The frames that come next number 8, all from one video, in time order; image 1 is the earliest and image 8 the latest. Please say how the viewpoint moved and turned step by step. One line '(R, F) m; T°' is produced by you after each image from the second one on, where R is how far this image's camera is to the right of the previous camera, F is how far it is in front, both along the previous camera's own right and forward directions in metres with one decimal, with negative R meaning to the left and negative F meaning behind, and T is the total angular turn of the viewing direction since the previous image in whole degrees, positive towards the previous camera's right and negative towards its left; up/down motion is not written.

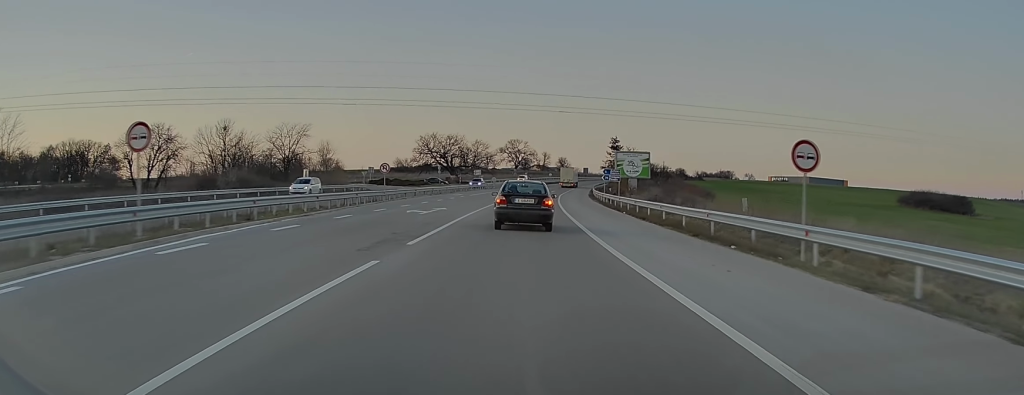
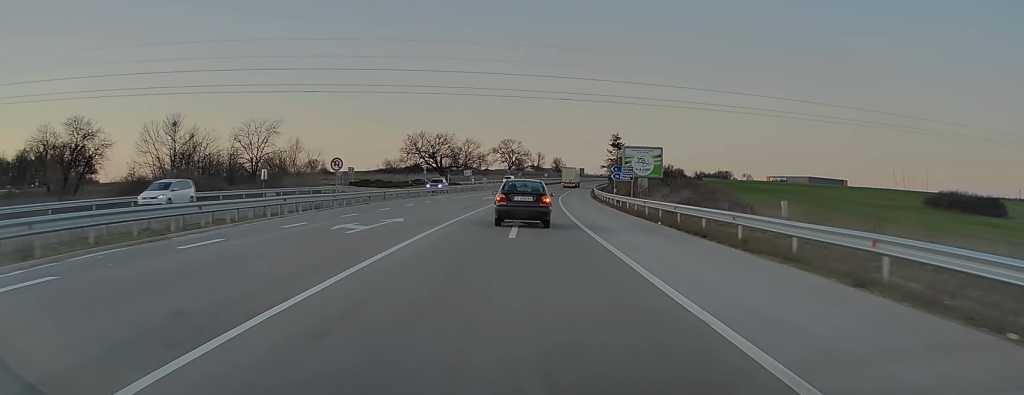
(-0.1, +10.7) m; 0°
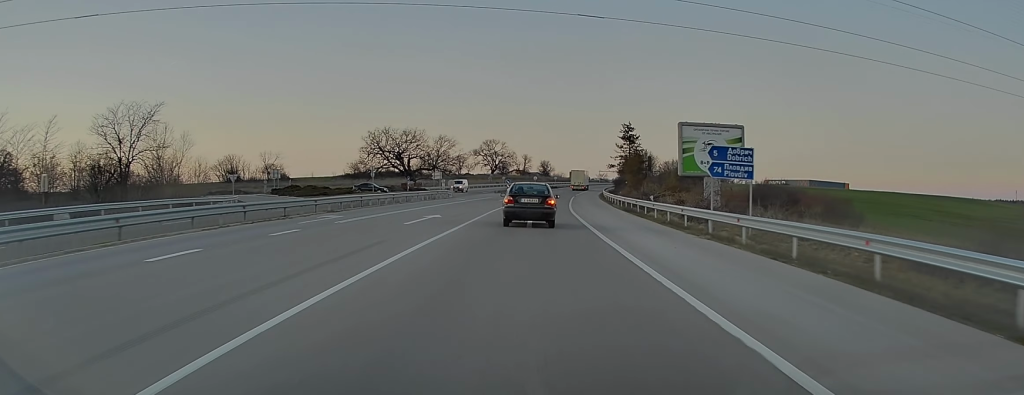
(+0.8, +30.8) m; +2°
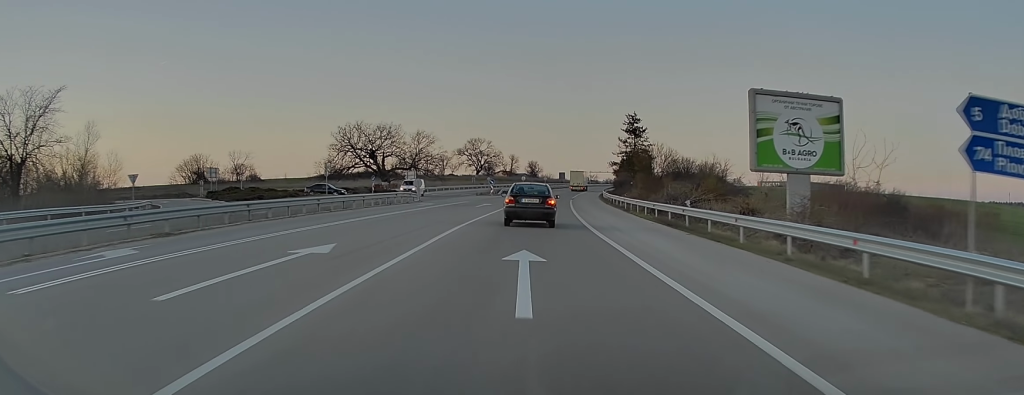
(0.0, +15.4) m; +1°
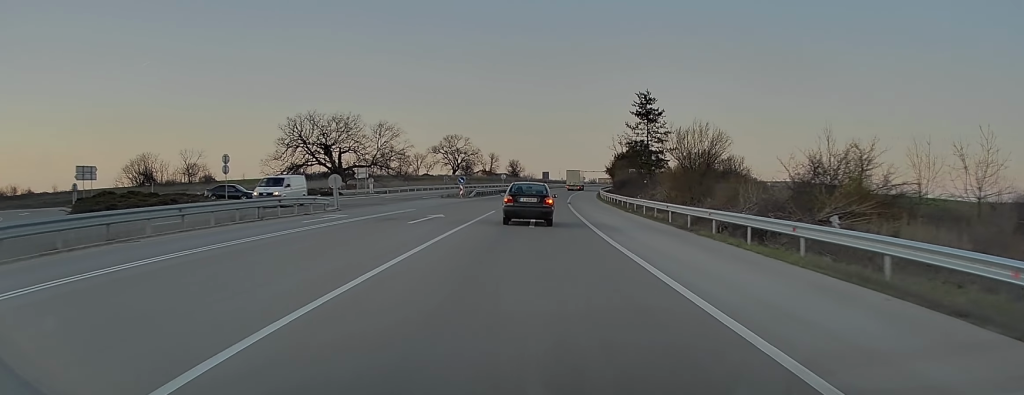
(+0.2, +20.6) m; +1°
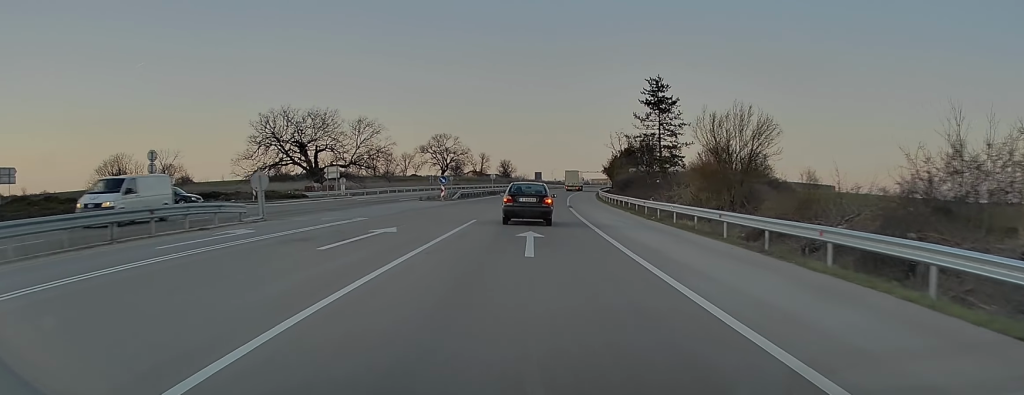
(0.0, +9.6) m; +1°
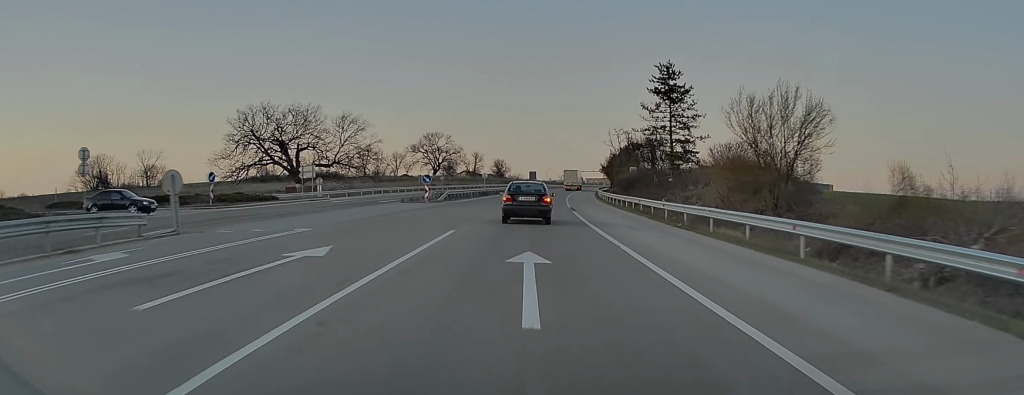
(0.0, +6.5) m; +1°
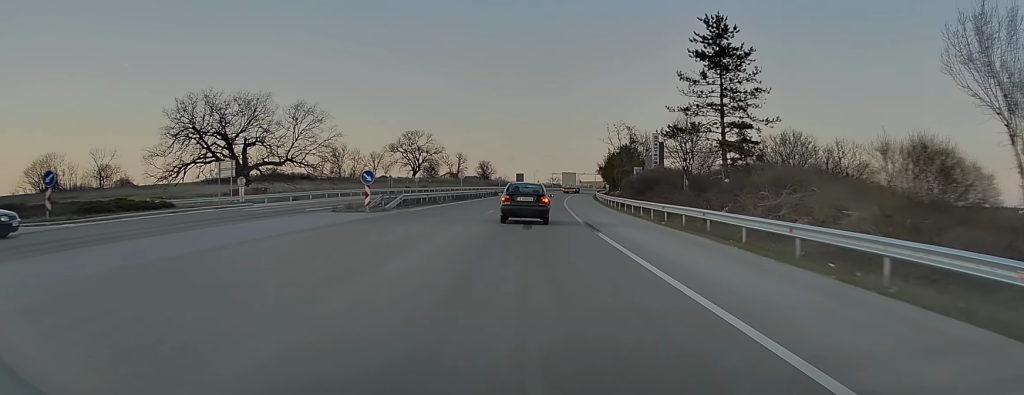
(+0.2, +16.2) m; +1°
